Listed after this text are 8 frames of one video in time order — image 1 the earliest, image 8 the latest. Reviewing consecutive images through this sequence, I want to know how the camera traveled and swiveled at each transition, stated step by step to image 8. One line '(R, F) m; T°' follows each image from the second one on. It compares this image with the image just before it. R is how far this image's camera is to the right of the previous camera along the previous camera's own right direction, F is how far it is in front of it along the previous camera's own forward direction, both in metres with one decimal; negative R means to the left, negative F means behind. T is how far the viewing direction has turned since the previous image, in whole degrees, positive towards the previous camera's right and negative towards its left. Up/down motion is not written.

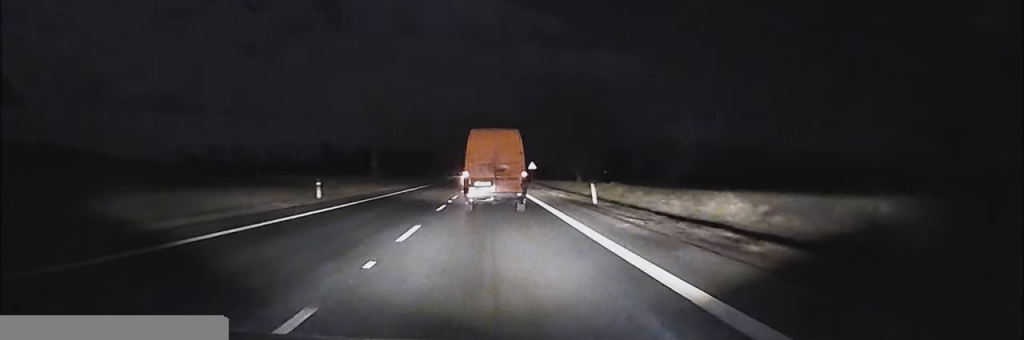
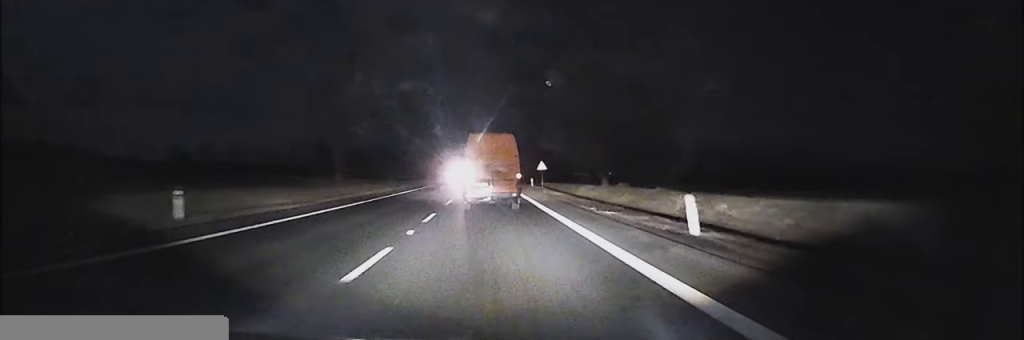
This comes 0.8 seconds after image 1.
(+0.1, +12.8) m; +1°
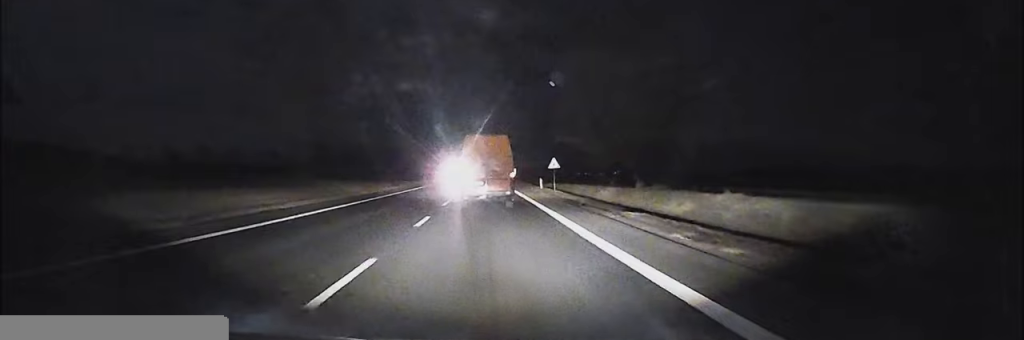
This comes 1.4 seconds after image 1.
(+0.1, +10.2) m; 0°
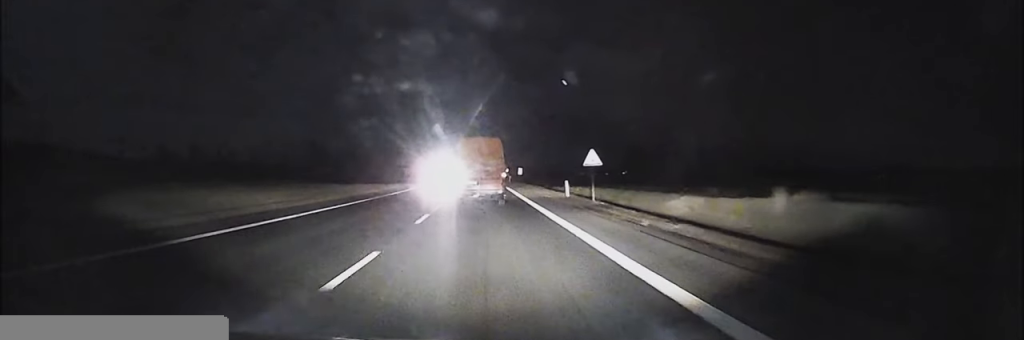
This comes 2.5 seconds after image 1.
(0.0, +16.6) m; 0°
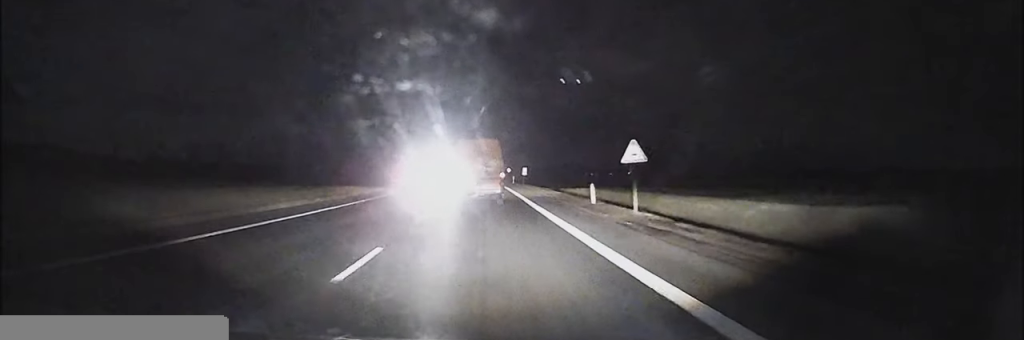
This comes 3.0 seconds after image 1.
(0.0, +8.1) m; 0°
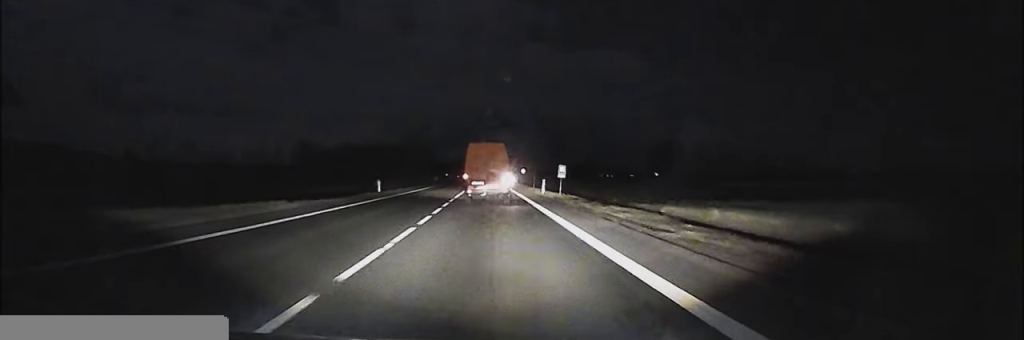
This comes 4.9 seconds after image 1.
(-0.1, +31.7) m; -1°
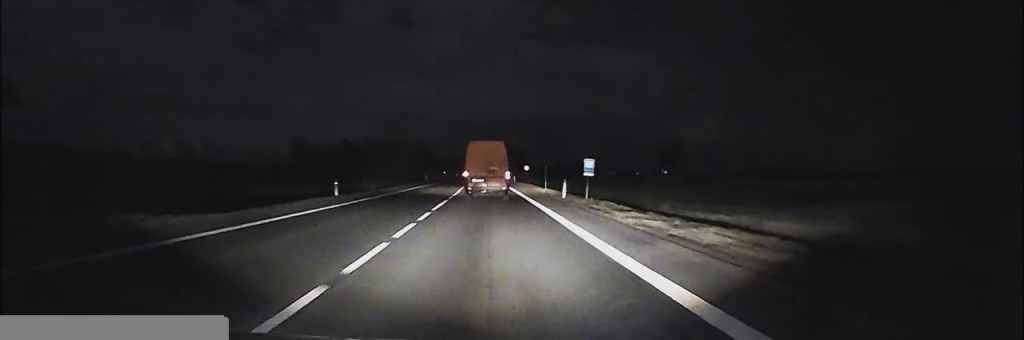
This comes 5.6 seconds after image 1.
(-0.1, +10.5) m; -1°
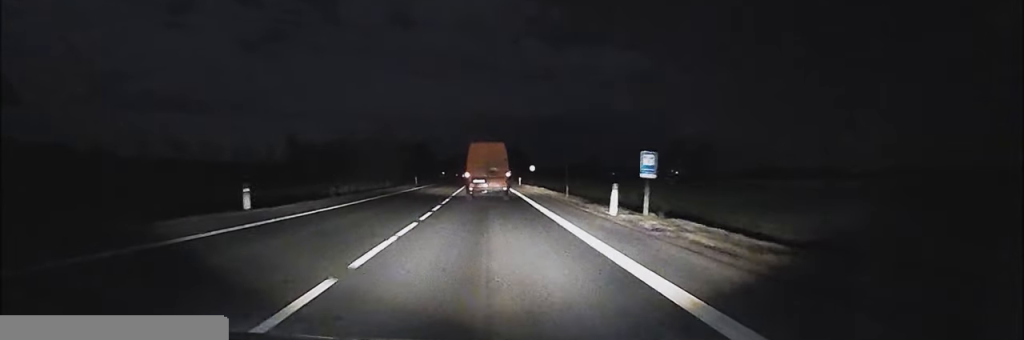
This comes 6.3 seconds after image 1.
(-0.1, +10.6) m; 0°
